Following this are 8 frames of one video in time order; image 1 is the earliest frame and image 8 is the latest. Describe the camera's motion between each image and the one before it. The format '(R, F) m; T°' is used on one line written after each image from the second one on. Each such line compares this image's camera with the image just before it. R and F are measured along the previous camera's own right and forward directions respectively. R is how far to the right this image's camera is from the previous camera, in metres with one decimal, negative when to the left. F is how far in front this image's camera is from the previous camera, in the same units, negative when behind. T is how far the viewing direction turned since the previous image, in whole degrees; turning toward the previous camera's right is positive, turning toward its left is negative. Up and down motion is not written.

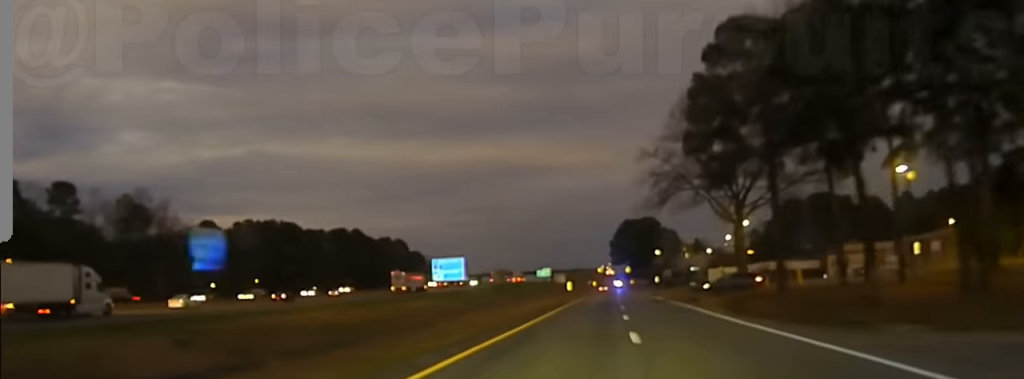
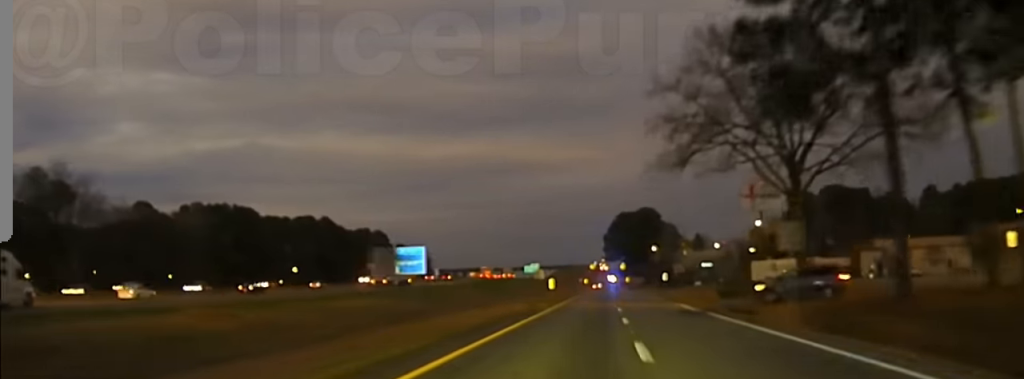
(-0.2, +24.4) m; 0°
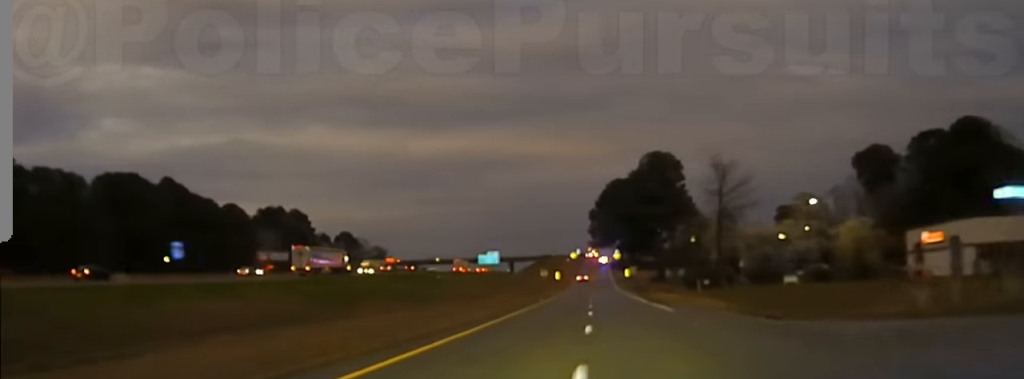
(+1.8, +91.9) m; +2°
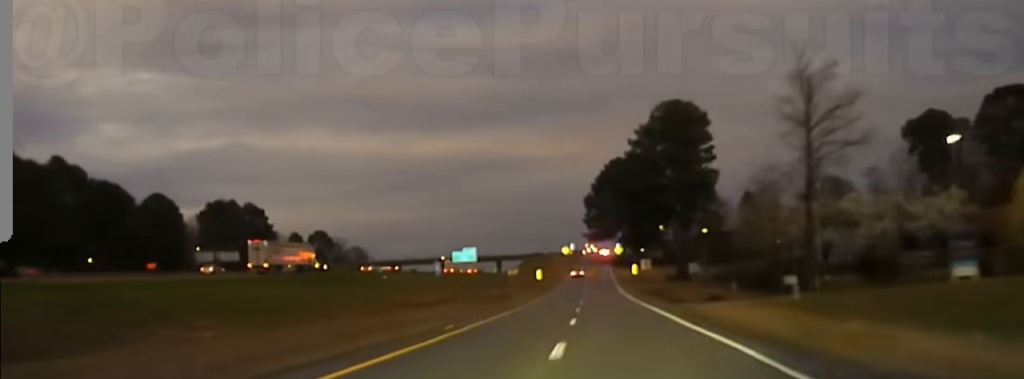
(-0.2, +40.6) m; 0°
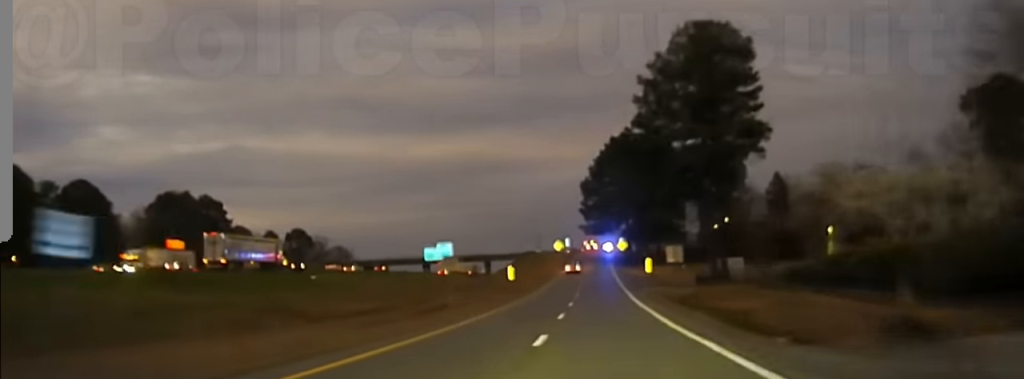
(-0.2, +35.4) m; 0°
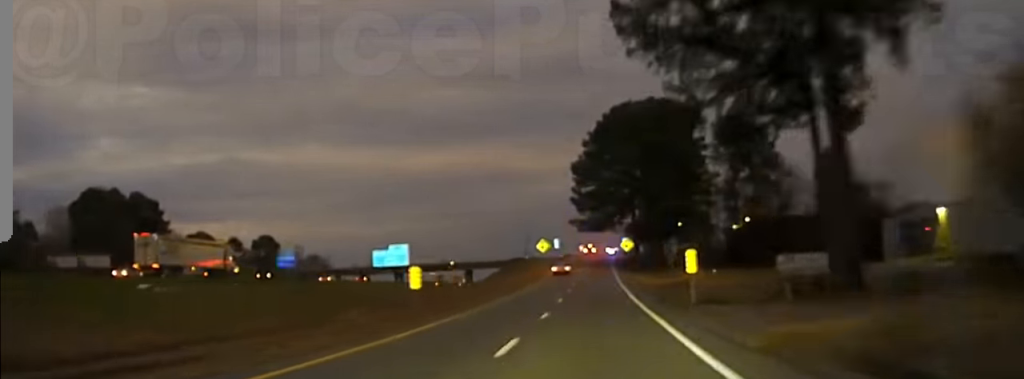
(+0.4, +44.1) m; 0°
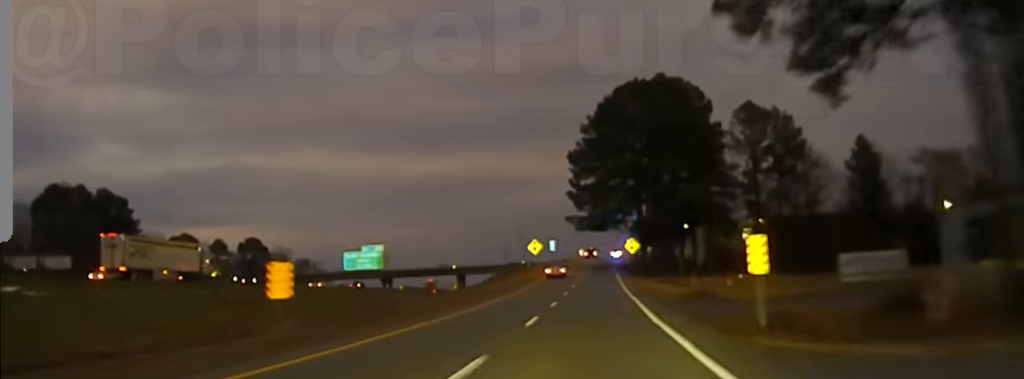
(-0.1, +17.6) m; 0°
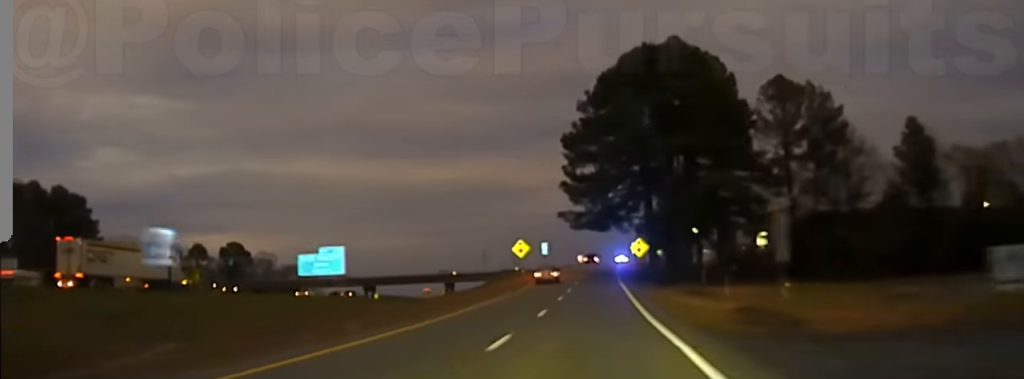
(0.0, +18.9) m; 0°
